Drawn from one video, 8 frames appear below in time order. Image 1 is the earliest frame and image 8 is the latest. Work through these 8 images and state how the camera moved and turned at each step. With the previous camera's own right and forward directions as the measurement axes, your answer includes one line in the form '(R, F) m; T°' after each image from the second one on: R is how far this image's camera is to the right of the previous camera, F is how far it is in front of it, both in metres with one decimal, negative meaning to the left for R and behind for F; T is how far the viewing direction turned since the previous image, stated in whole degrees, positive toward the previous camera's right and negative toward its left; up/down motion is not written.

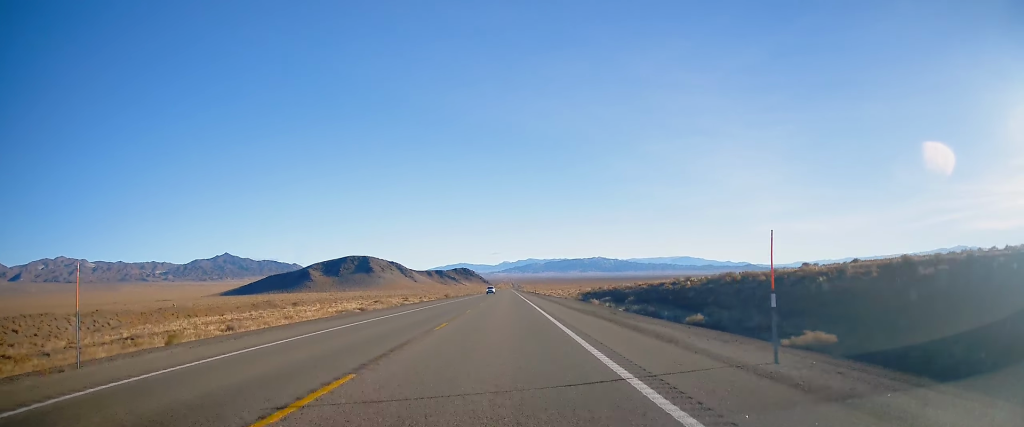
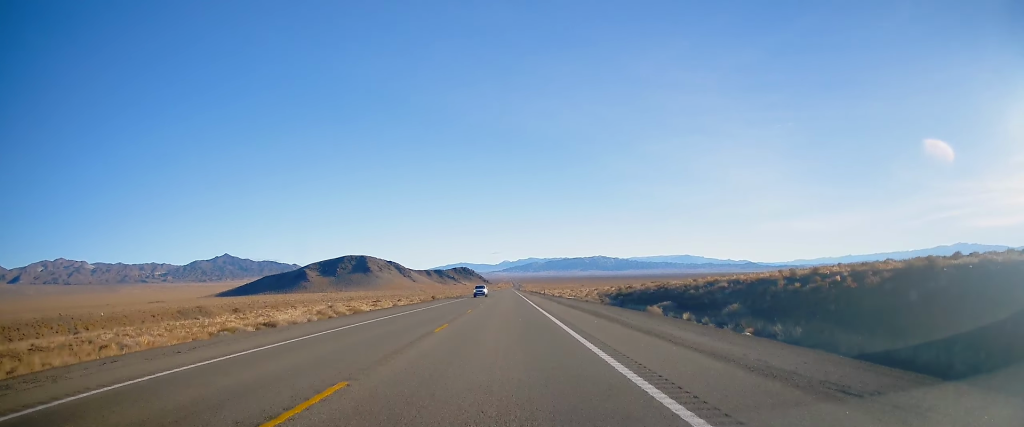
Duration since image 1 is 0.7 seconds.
(0.0, +24.9) m; 0°
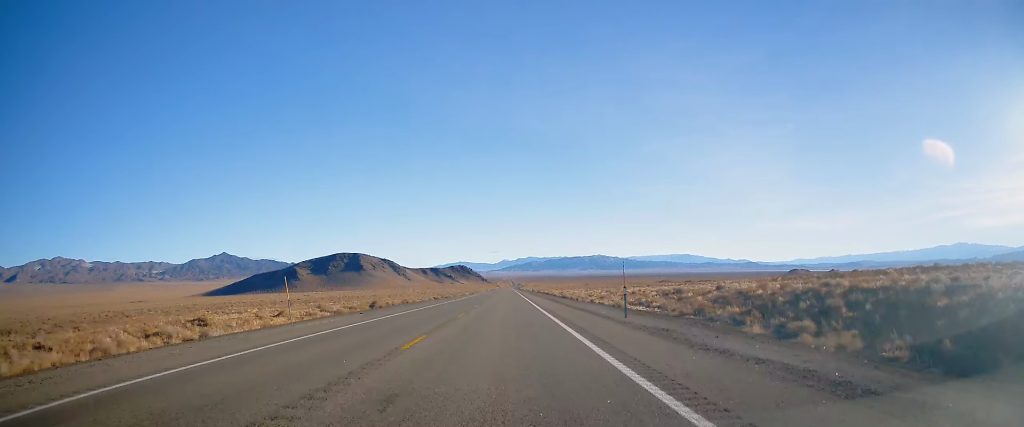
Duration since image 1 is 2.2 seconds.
(0.0, +53.5) m; -1°
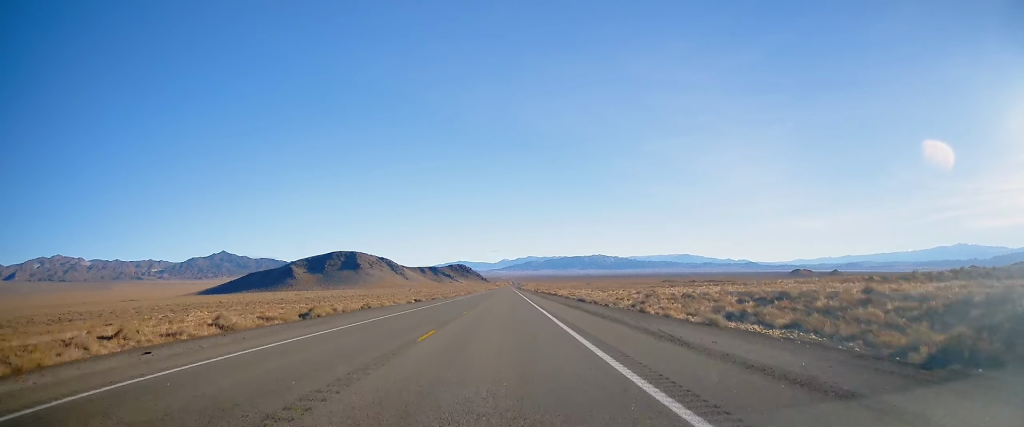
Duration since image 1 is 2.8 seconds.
(-0.2, +22.6) m; 0°
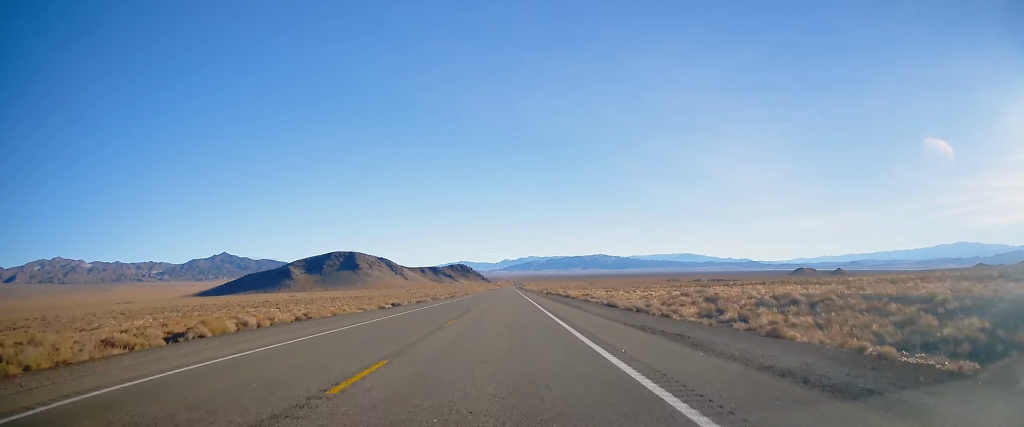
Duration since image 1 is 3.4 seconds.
(-0.1, +19.0) m; 0°
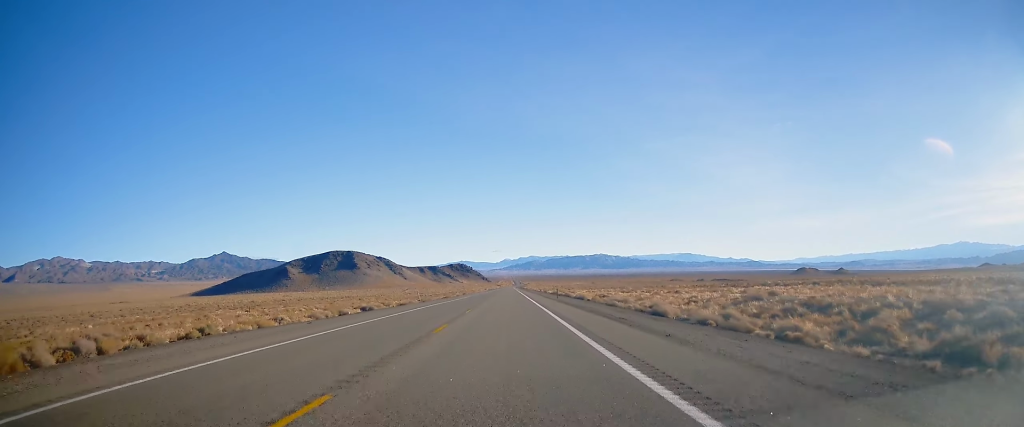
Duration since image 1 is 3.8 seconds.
(+0.1, +15.2) m; +1°
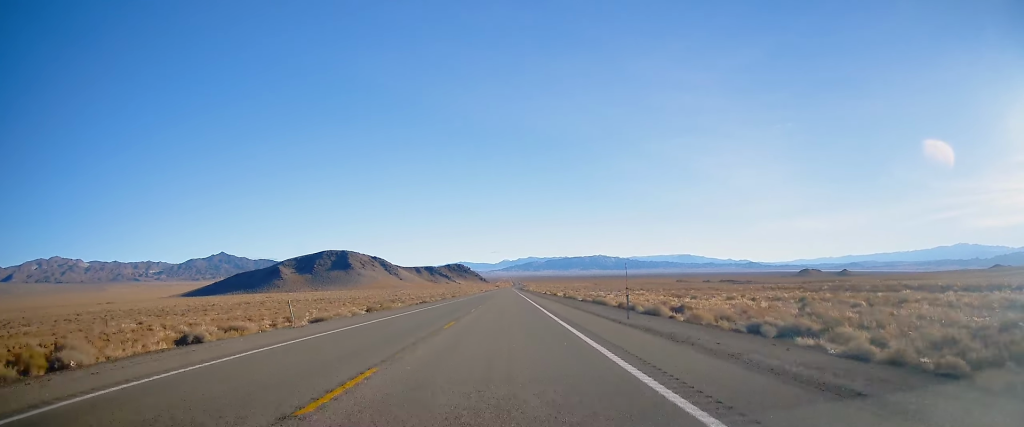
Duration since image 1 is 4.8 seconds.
(+0.4, +33.8) m; 0°
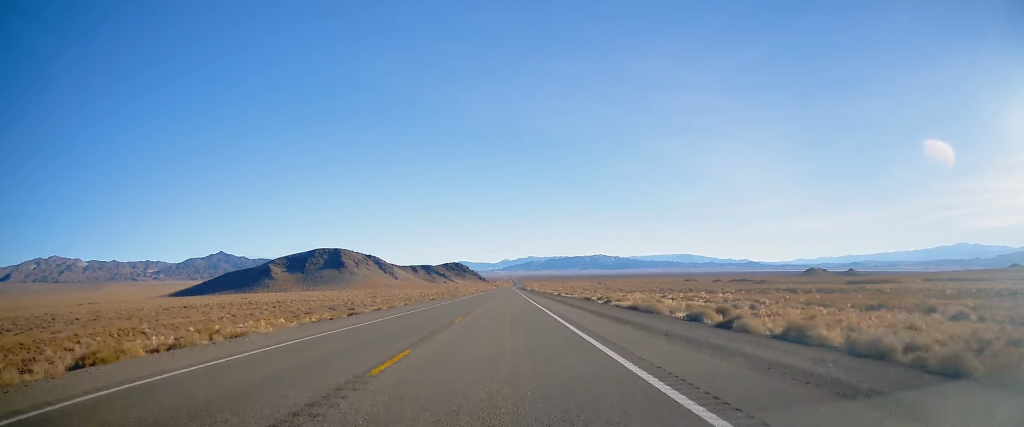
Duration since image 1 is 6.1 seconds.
(-0.4, +45.5) m; -1°
